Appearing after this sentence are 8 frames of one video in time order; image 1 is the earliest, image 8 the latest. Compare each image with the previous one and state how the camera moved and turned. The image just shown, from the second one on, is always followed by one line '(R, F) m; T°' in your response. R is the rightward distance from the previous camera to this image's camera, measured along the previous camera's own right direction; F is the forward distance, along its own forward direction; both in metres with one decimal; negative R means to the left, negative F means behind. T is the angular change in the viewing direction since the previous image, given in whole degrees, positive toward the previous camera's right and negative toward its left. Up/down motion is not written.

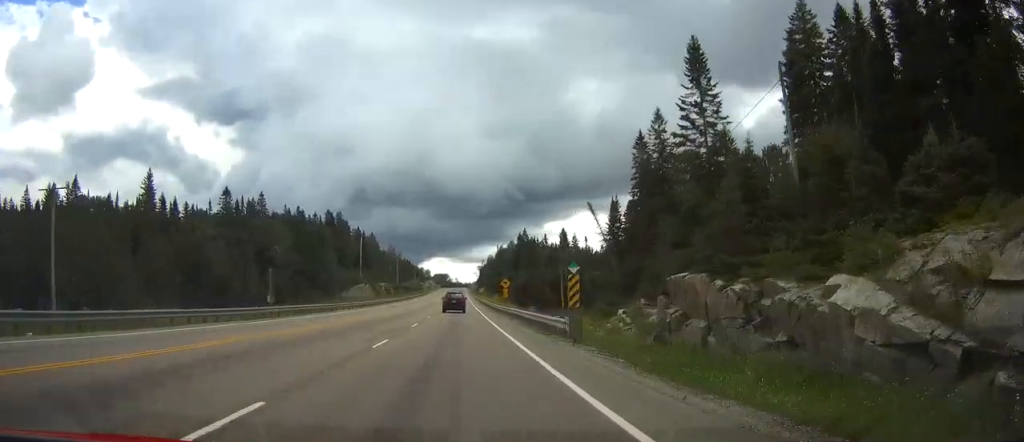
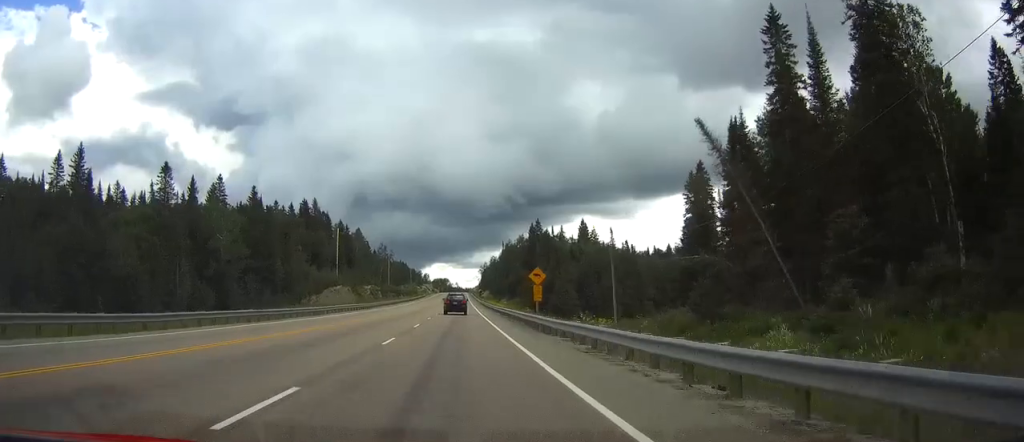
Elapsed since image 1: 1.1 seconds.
(-0.1, +34.7) m; 0°
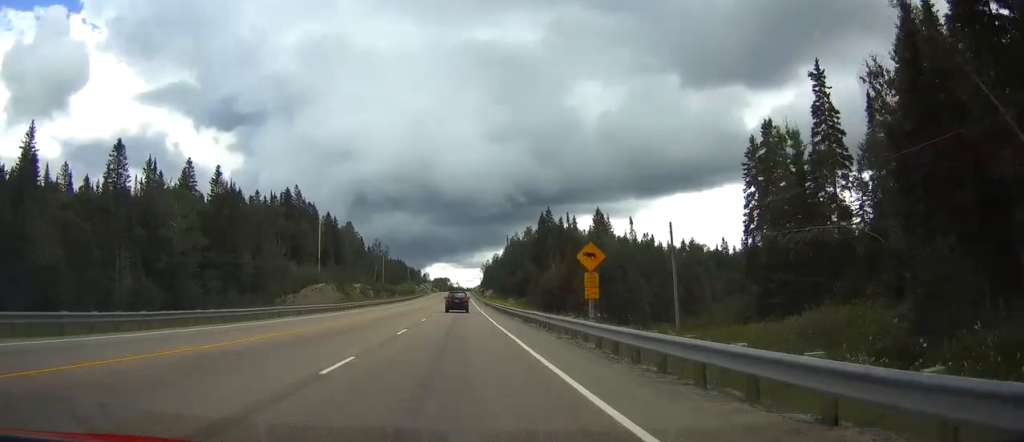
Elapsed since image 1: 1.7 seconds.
(+0.1, +19.5) m; 0°
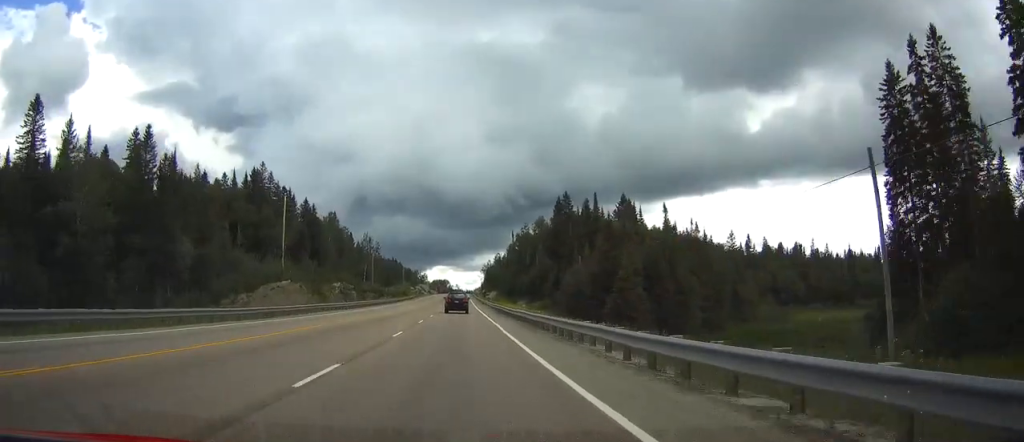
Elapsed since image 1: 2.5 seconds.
(0.0, +26.0) m; 0°
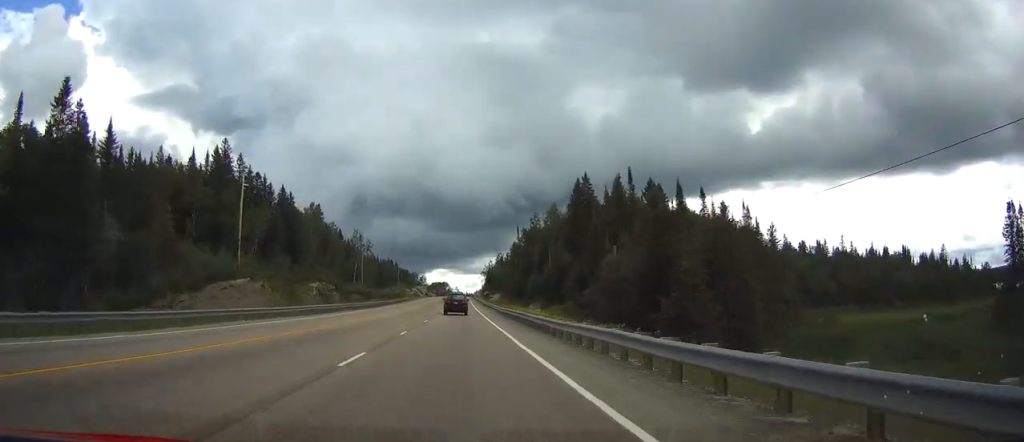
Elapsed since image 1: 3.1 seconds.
(0.0, +20.5) m; 0°
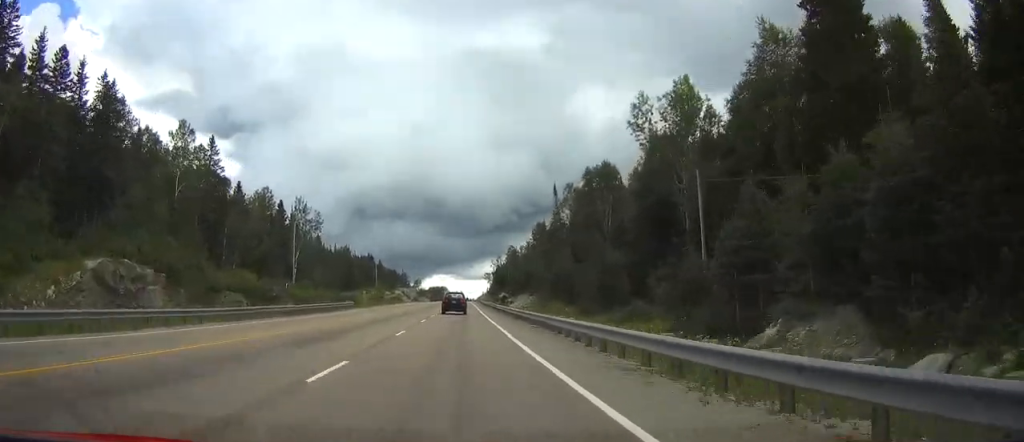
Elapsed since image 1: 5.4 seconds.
(-0.1, +74.0) m; 0°
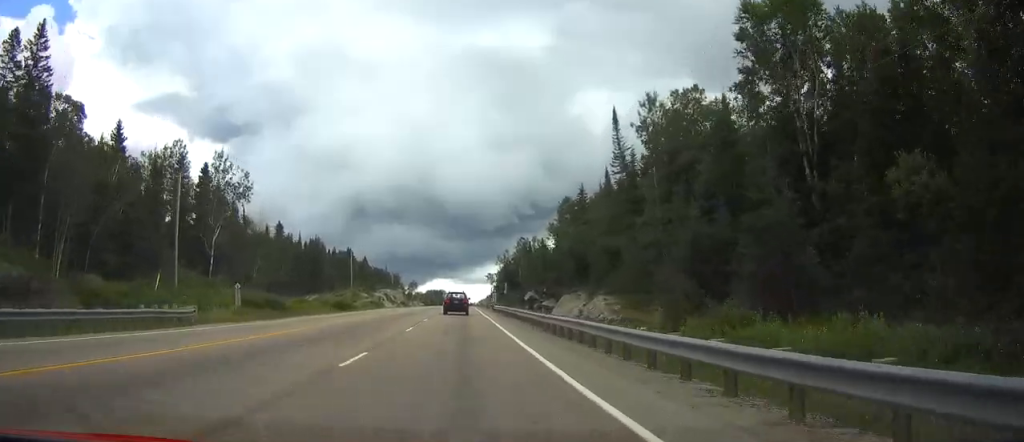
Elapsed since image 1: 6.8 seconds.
(0.0, +45.9) m; 0°
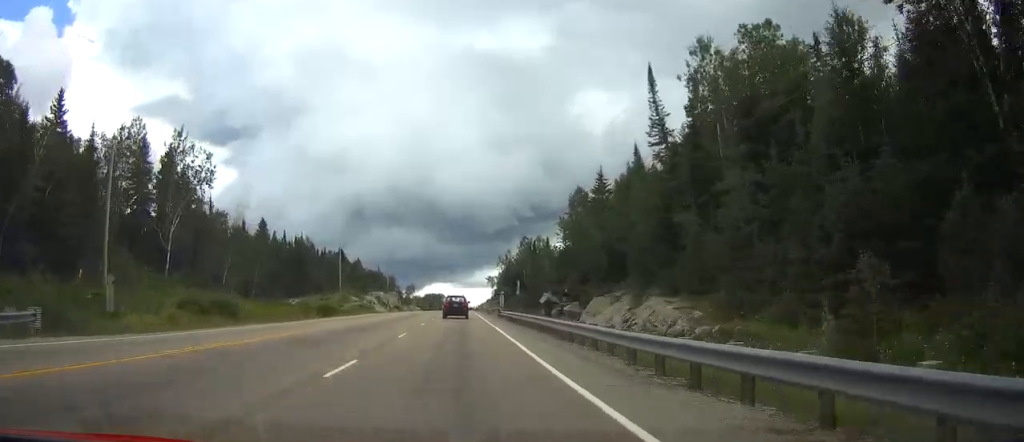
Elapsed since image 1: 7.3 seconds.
(0.0, +13.8) m; 0°
